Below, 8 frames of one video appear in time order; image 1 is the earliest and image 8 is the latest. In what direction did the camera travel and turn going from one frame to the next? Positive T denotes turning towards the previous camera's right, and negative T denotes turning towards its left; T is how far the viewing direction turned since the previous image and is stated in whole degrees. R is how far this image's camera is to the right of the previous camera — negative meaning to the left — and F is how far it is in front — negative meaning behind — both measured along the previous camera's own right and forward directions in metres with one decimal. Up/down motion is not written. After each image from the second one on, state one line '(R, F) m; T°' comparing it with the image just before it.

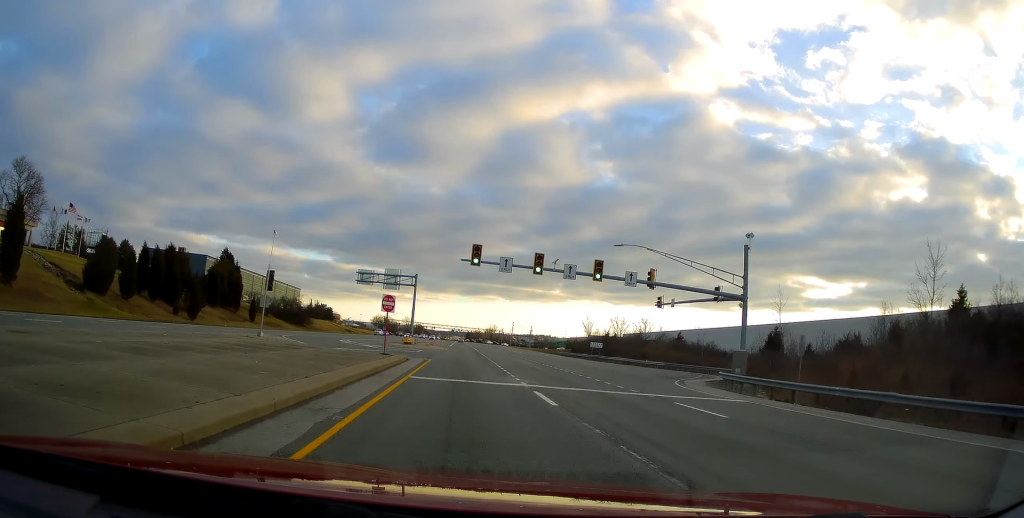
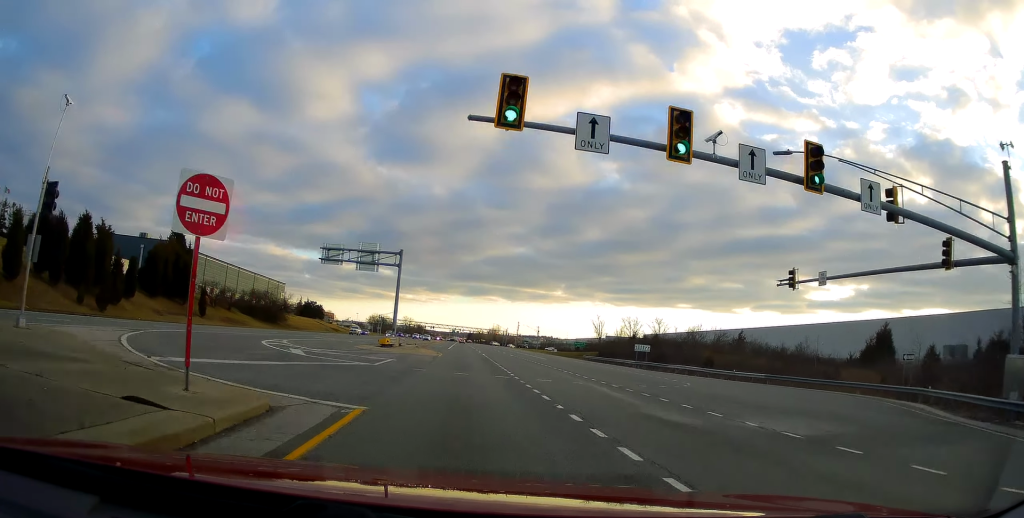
(-0.1, +23.2) m; -1°
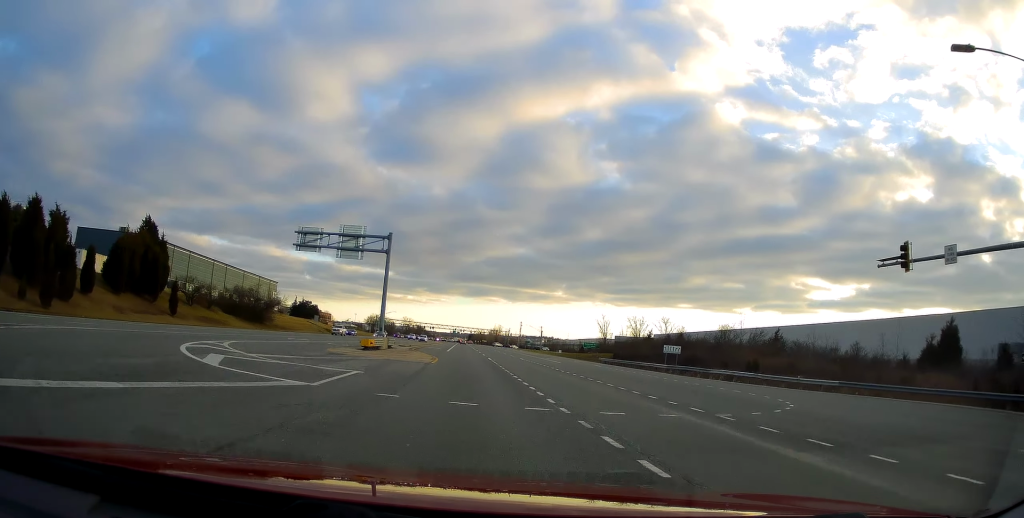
(-0.2, +10.0) m; 0°
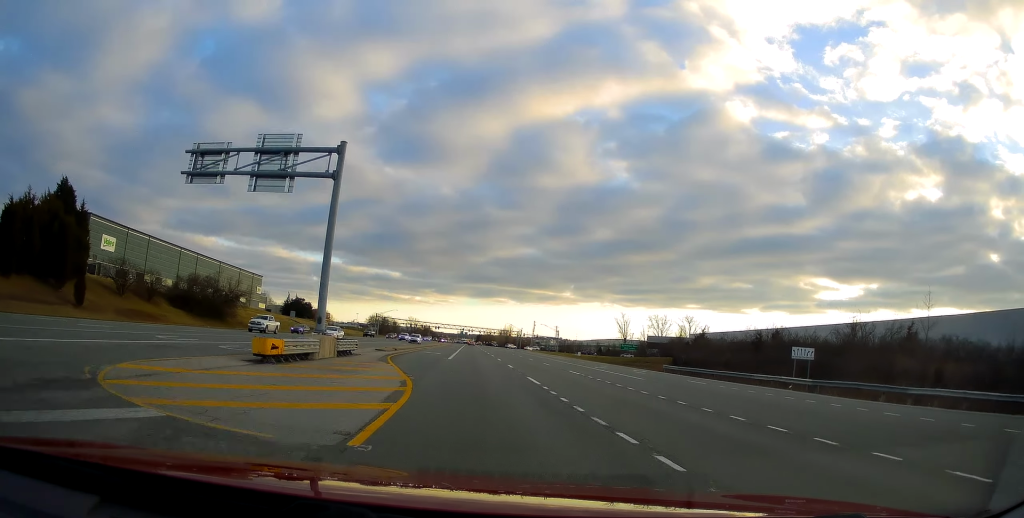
(+0.3, +23.8) m; +1°
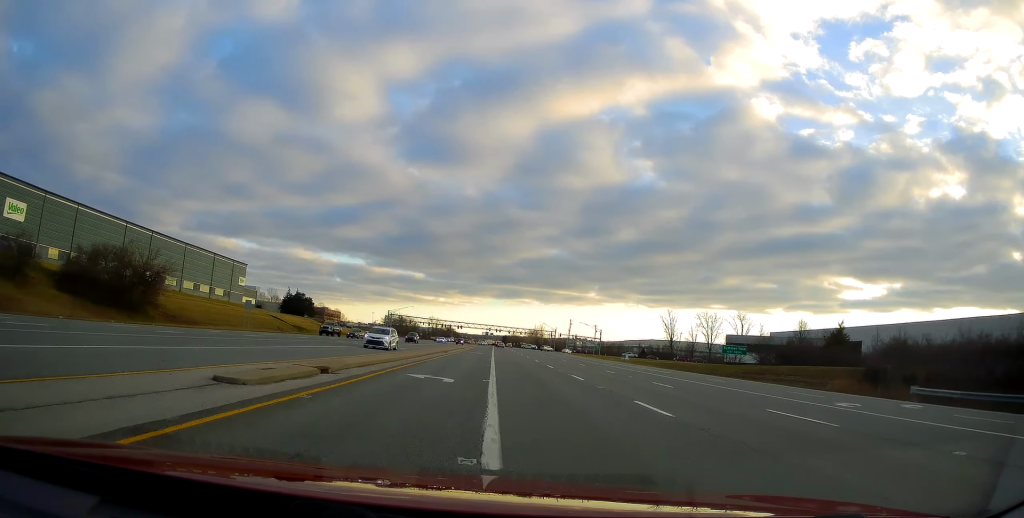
(-0.8, +33.1) m; -3°
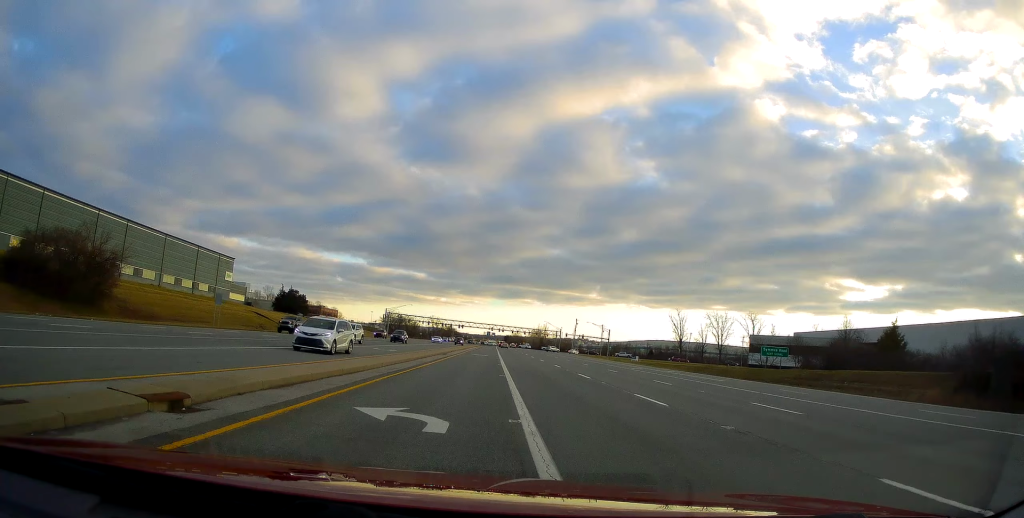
(-0.2, +9.9) m; -1°
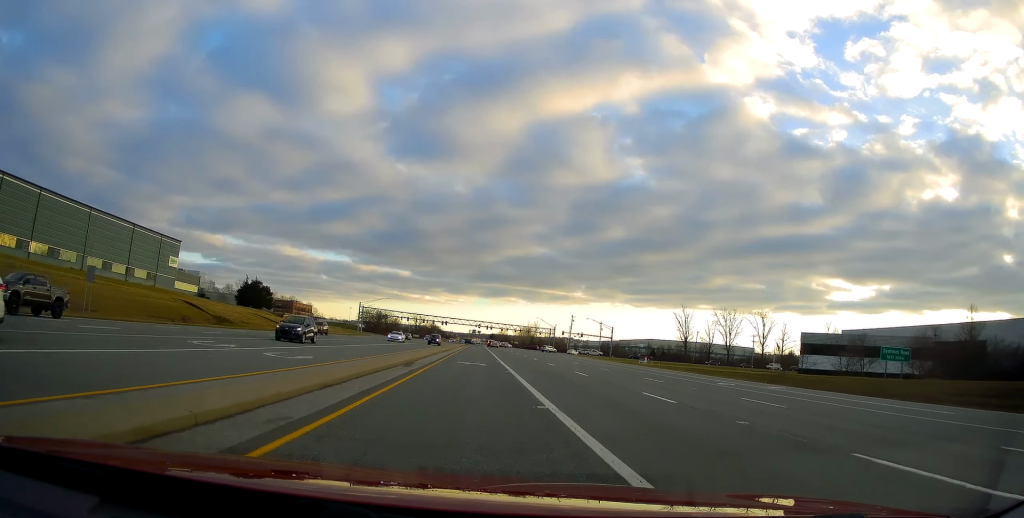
(0.0, +22.6) m; 0°
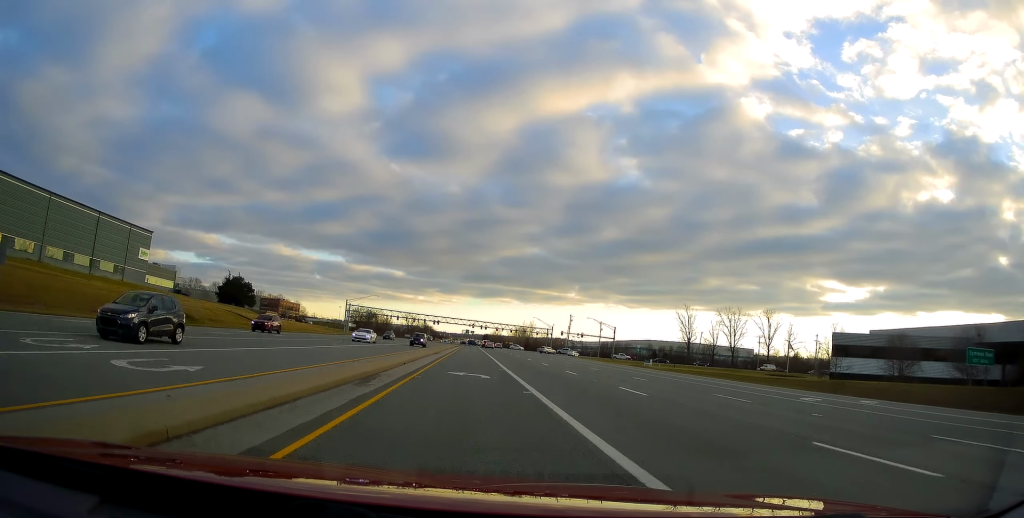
(0.0, +10.2) m; +1°
